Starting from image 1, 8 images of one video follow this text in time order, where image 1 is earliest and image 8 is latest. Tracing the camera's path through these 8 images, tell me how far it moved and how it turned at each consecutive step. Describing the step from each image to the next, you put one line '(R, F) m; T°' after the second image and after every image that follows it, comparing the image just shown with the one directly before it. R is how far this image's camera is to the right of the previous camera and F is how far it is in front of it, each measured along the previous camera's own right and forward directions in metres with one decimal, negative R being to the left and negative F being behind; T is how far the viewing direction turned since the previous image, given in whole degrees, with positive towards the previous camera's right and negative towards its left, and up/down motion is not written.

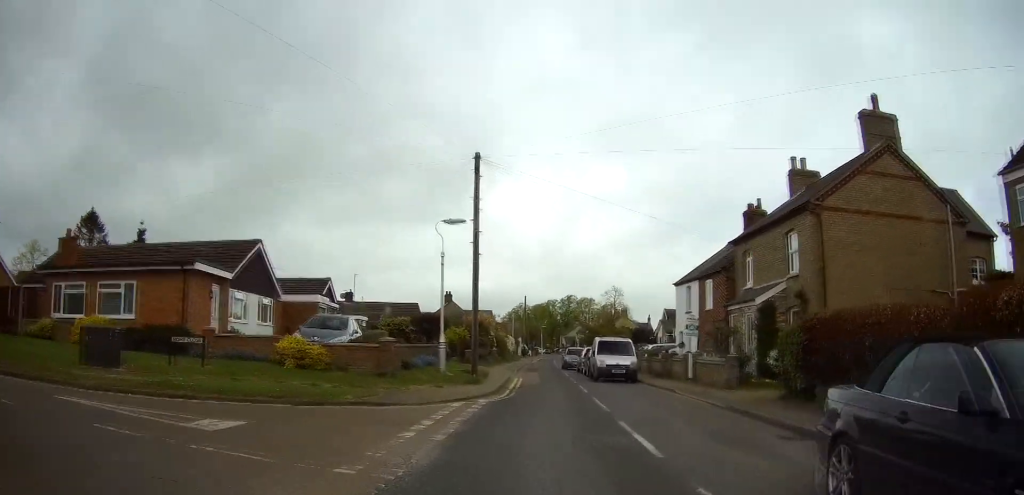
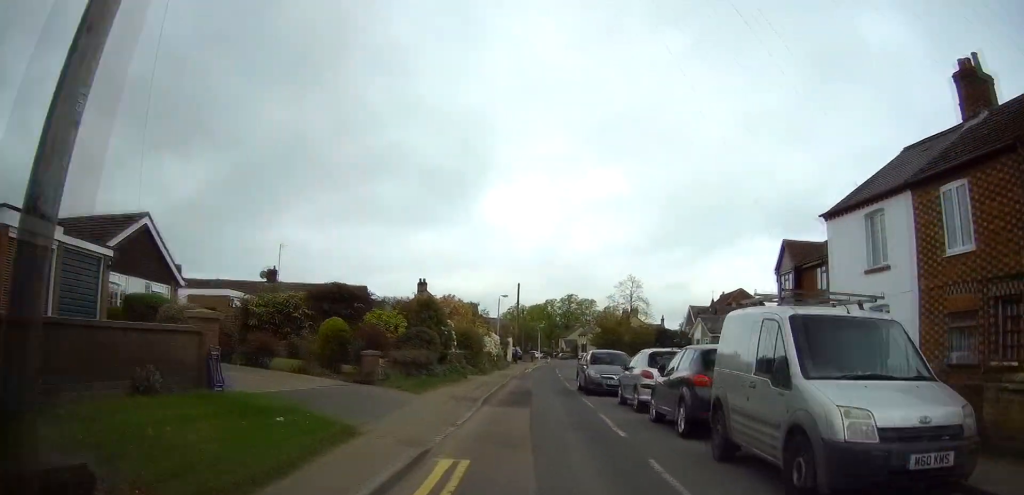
(+0.4, +21.3) m; +3°
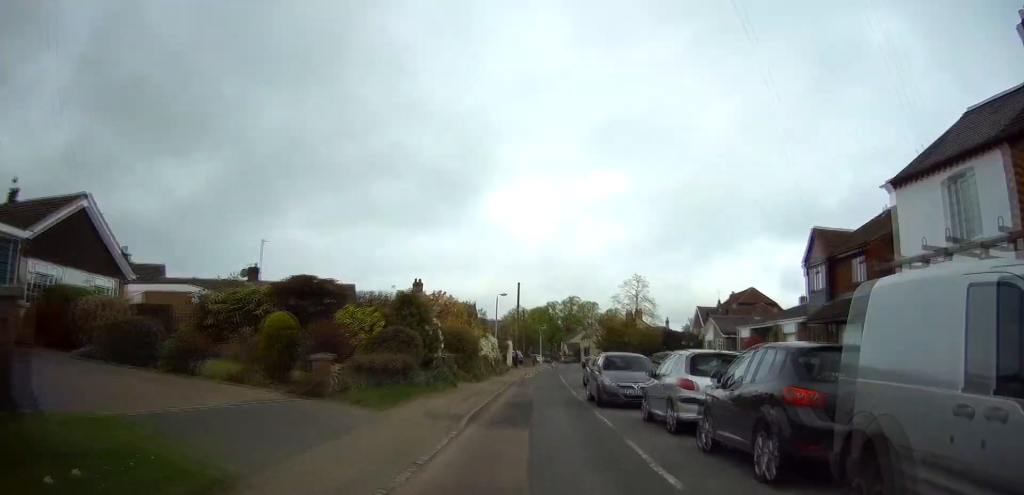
(+0.1, +3.9) m; 0°
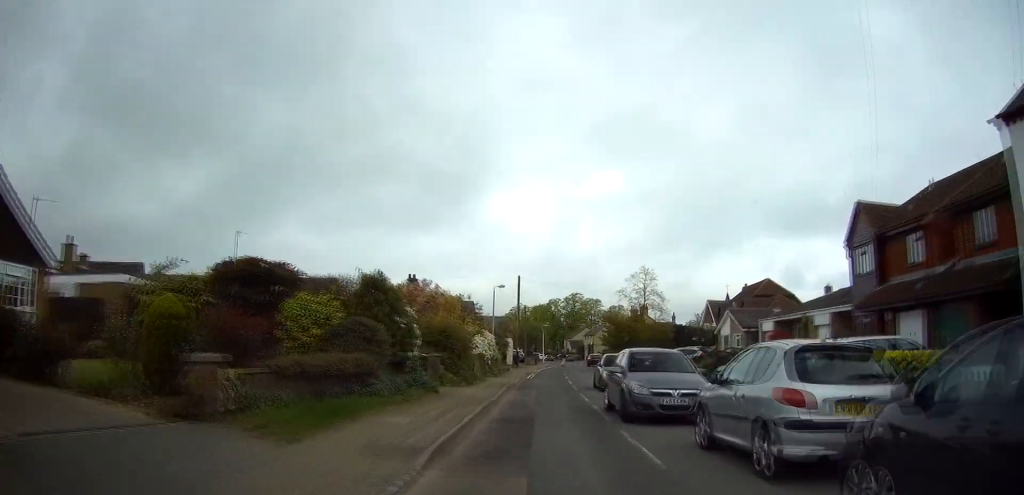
(+0.1, +4.7) m; 0°
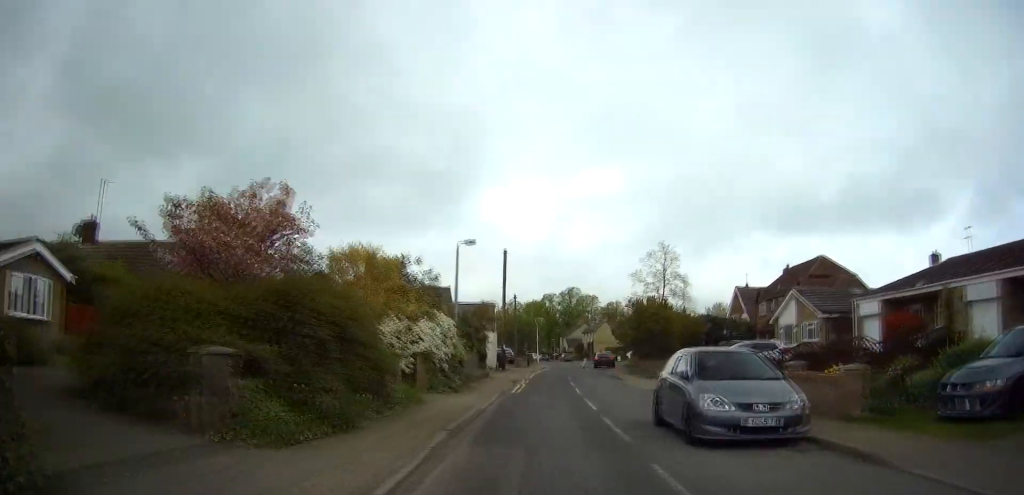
(+0.1, +15.6) m; +1°
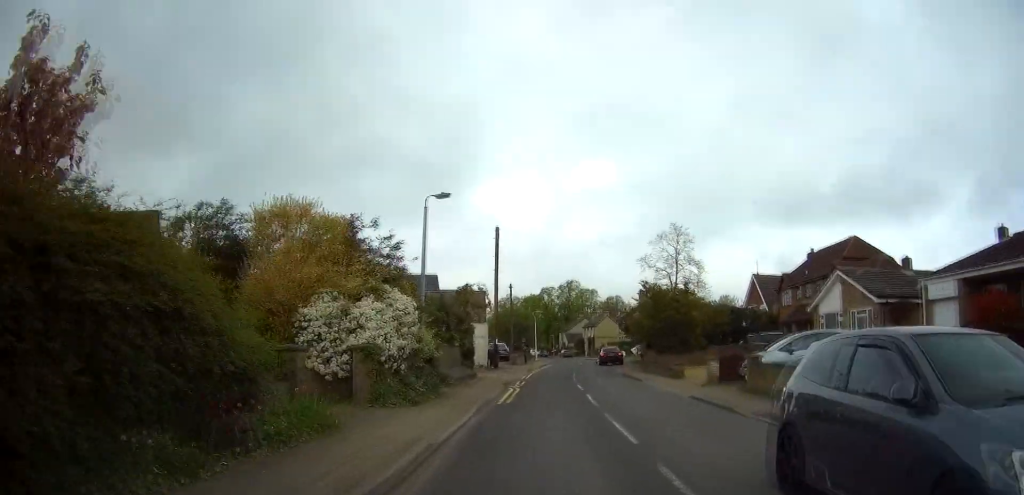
(+0.1, +6.6) m; +1°
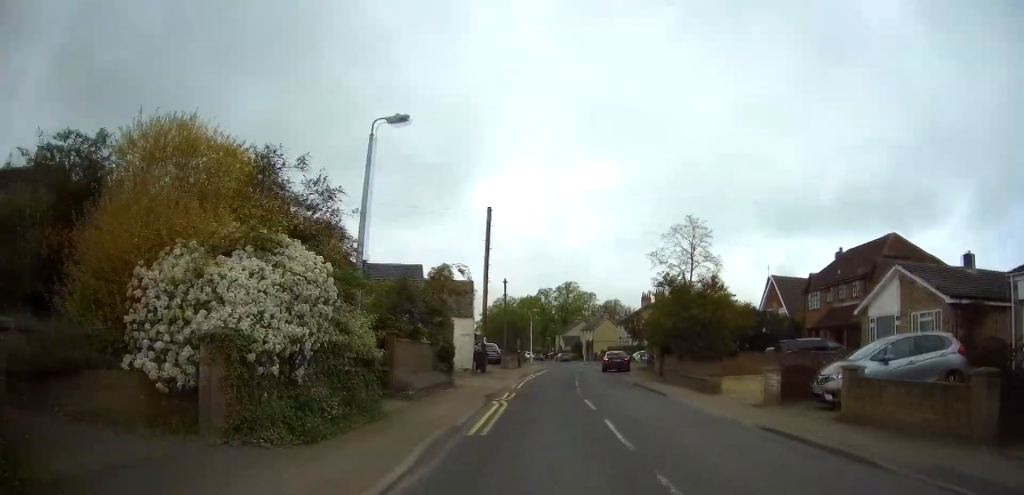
(0.0, +6.2) m; 0°
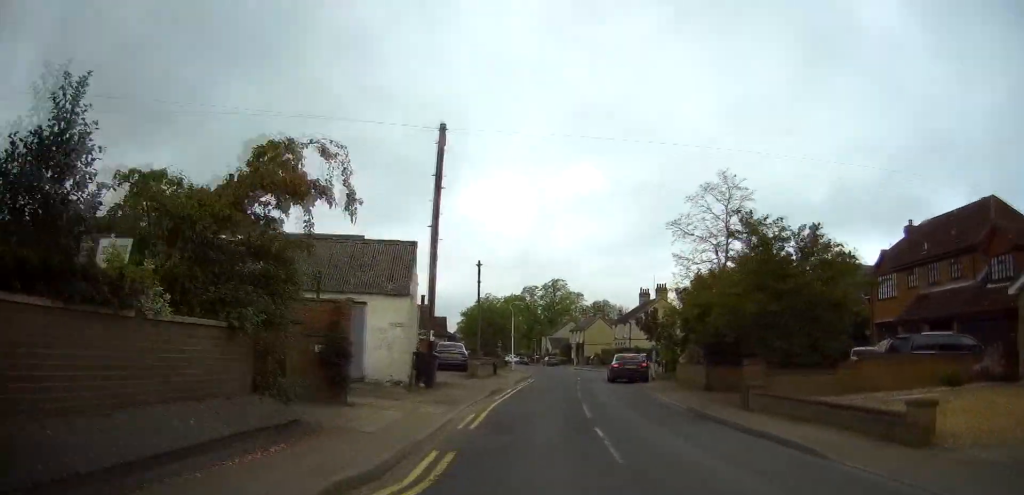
(+0.1, +12.9) m; +1°
